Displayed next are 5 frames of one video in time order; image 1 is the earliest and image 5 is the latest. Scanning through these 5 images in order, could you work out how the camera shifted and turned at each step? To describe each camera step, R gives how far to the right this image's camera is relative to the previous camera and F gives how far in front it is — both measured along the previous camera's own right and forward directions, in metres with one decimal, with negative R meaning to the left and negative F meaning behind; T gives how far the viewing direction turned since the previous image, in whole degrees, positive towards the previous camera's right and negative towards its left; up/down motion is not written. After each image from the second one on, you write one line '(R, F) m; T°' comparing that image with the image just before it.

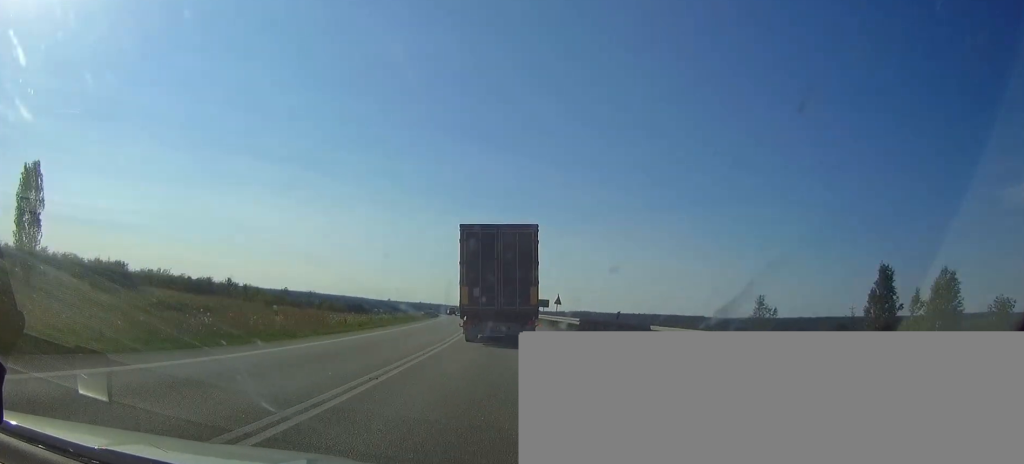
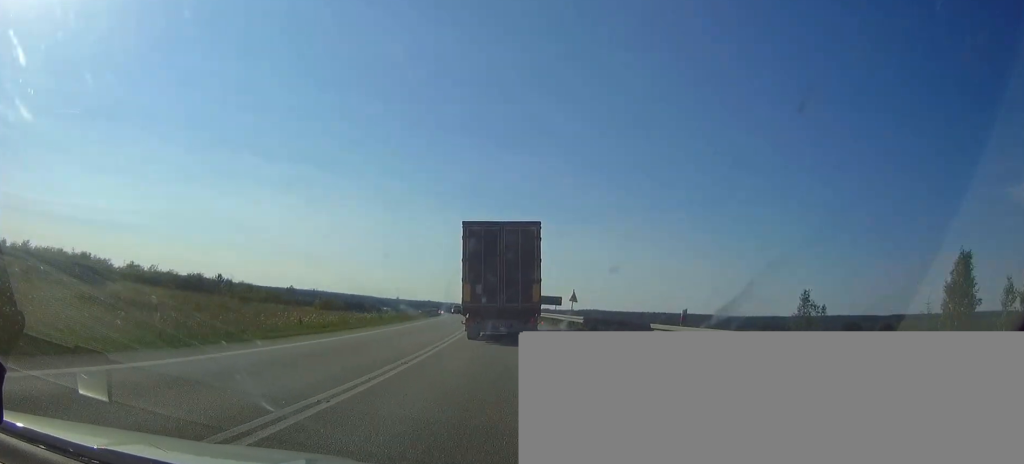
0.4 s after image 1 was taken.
(-0.2, +9.4) m; -1°
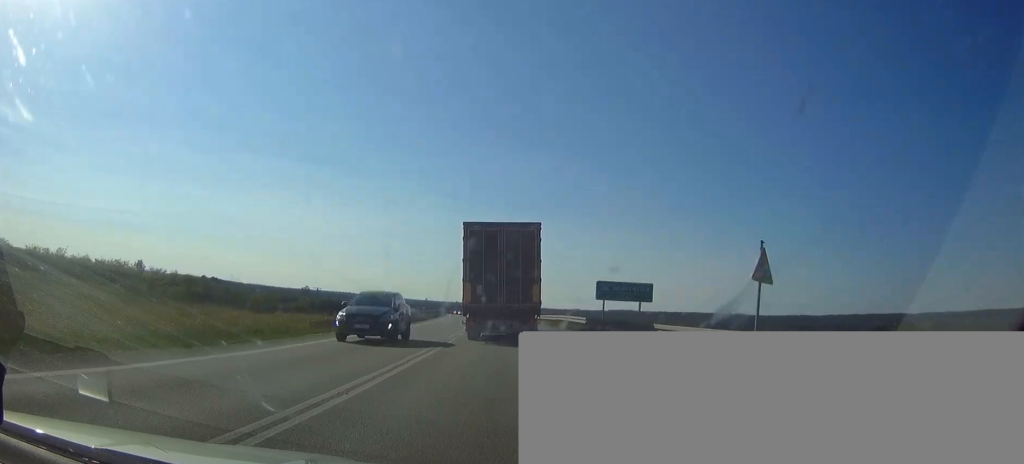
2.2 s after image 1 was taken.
(-1.1, +42.1) m; -3°
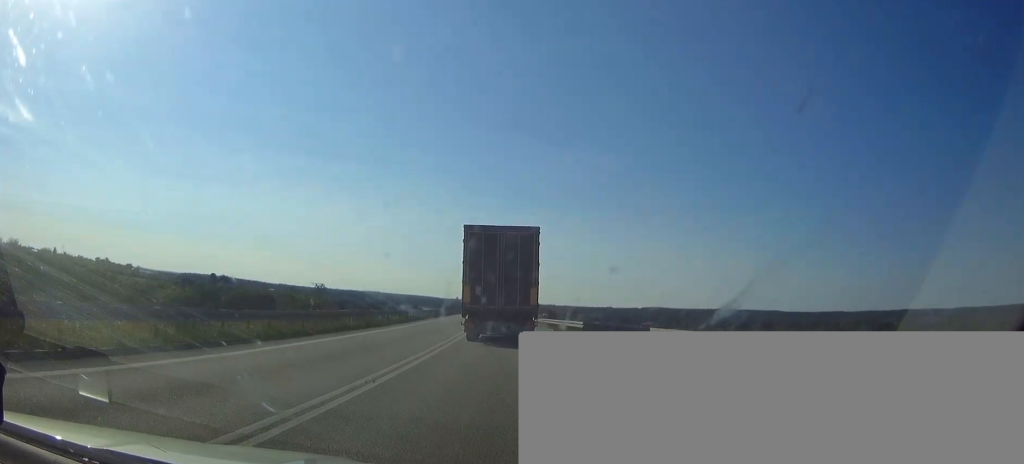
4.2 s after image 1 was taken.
(-0.9, +47.2) m; -2°
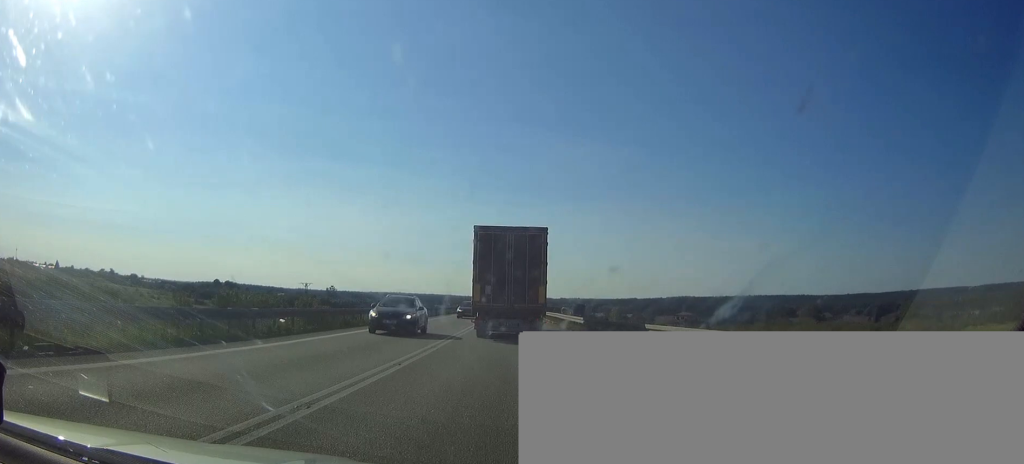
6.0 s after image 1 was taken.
(-0.6, +39.9) m; -2°
